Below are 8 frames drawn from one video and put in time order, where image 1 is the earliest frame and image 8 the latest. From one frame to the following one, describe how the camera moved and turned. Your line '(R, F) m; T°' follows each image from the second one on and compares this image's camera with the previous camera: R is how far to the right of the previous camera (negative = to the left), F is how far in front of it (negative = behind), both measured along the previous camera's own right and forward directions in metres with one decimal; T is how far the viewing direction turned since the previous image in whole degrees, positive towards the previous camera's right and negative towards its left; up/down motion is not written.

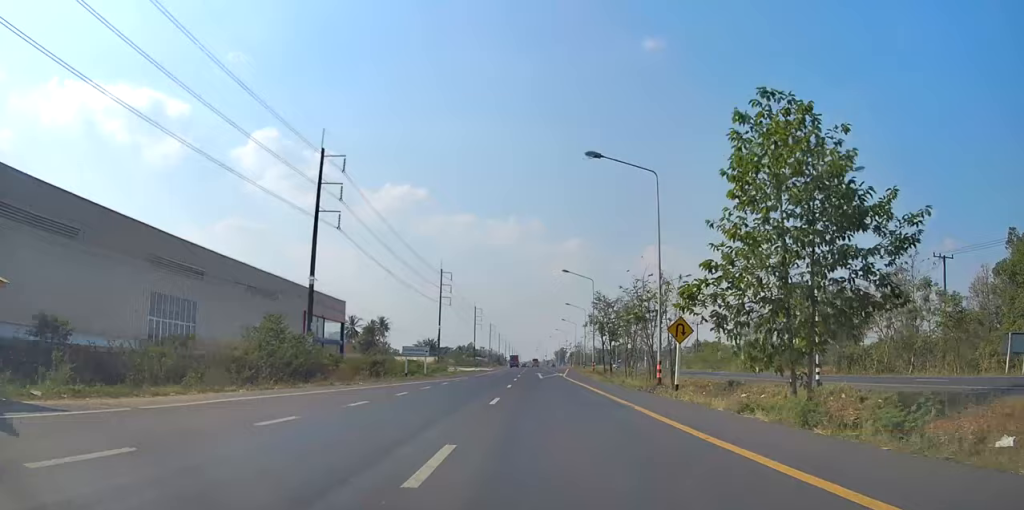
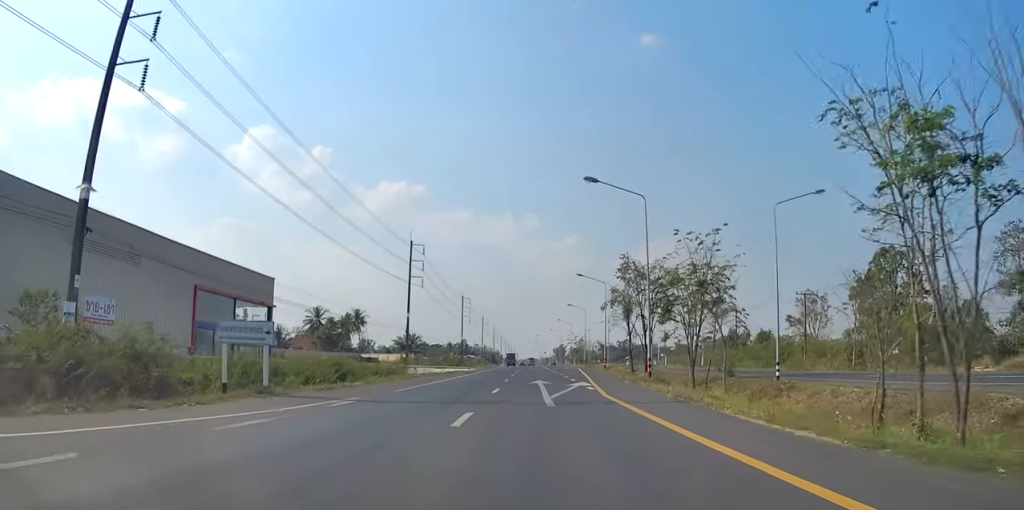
(-0.1, +31.1) m; 0°
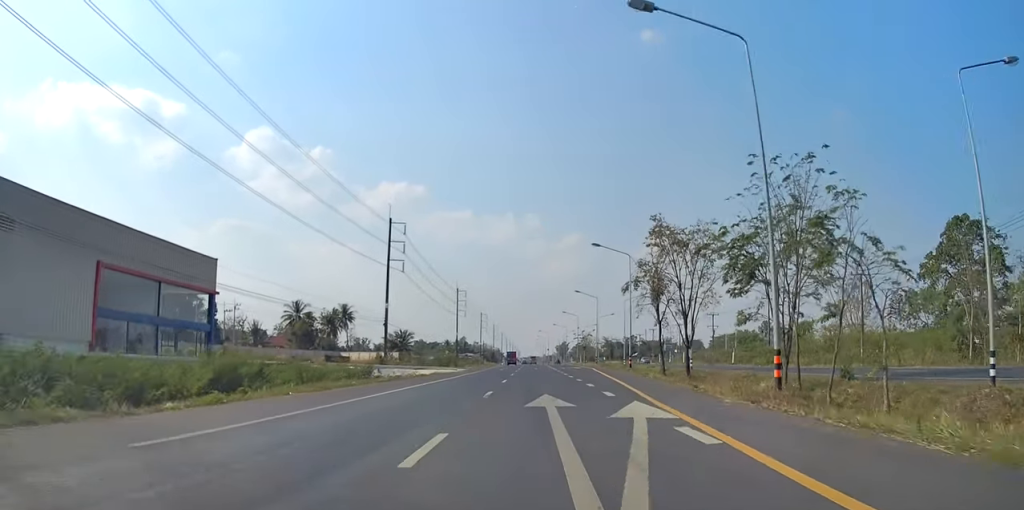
(0.0, +16.5) m; 0°
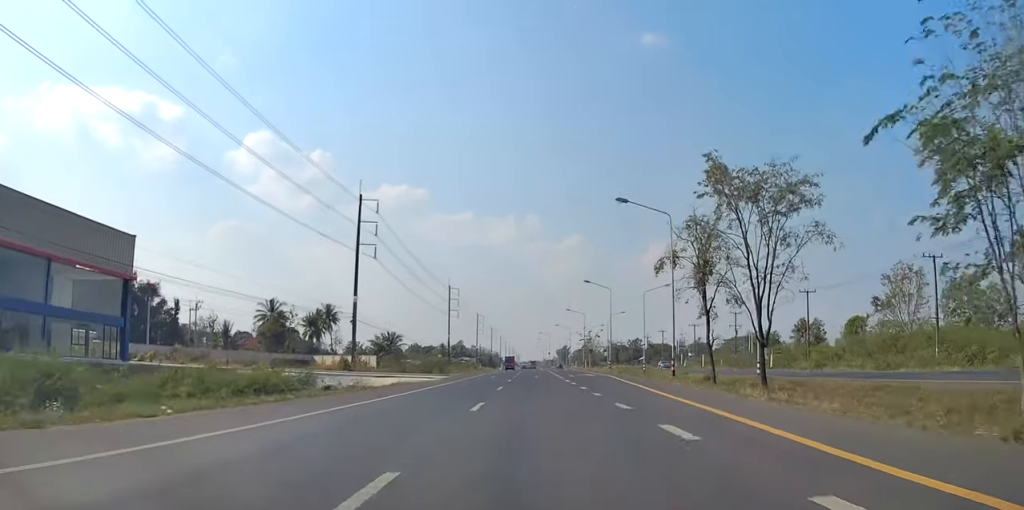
(+0.1, +14.4) m; -1°
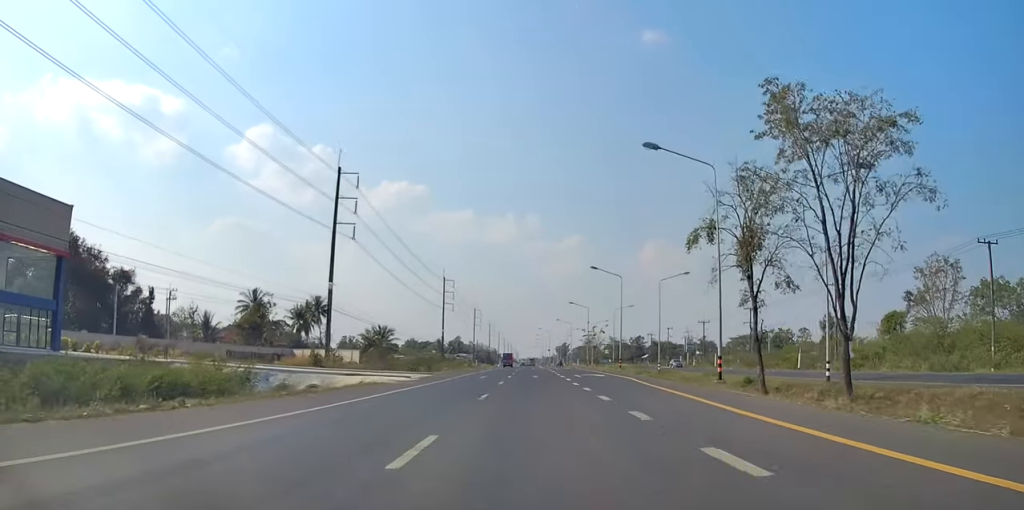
(-0.1, +9.2) m; 0°
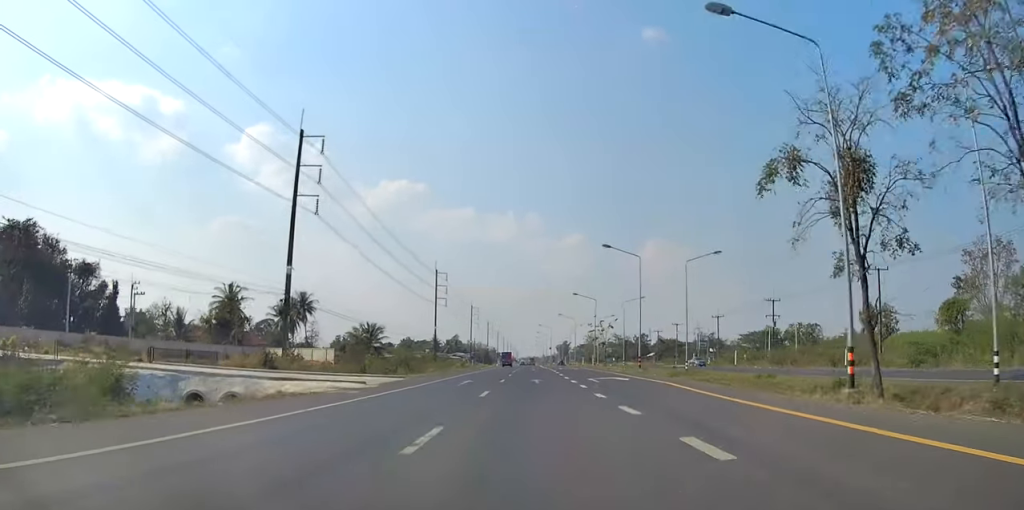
(-0.3, +11.5) m; 0°
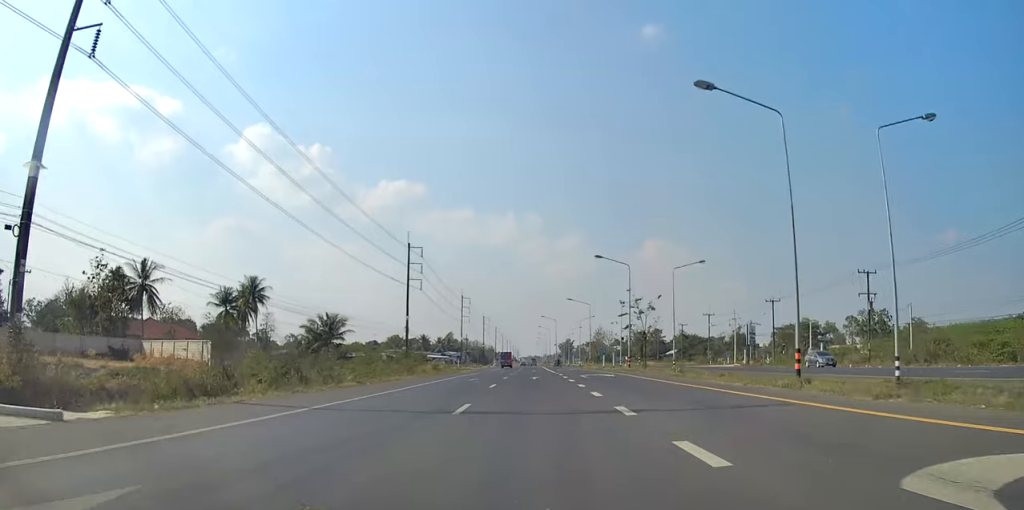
(+0.3, +30.0) m; +1°
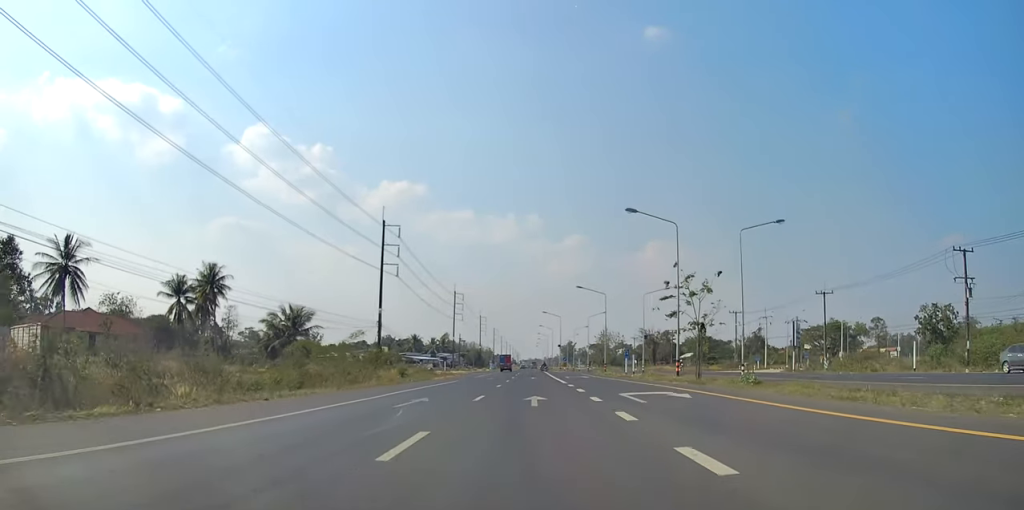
(+0.1, +18.6) m; -1°
